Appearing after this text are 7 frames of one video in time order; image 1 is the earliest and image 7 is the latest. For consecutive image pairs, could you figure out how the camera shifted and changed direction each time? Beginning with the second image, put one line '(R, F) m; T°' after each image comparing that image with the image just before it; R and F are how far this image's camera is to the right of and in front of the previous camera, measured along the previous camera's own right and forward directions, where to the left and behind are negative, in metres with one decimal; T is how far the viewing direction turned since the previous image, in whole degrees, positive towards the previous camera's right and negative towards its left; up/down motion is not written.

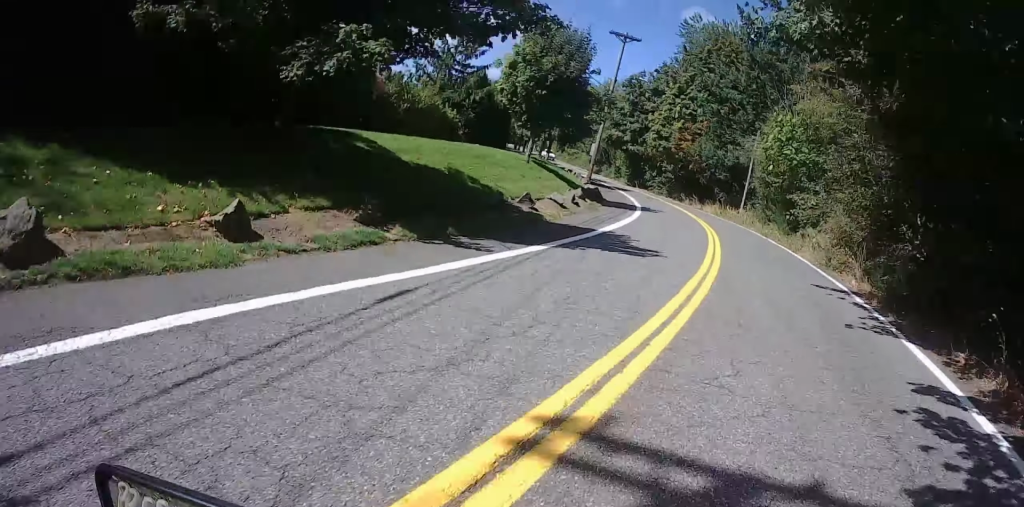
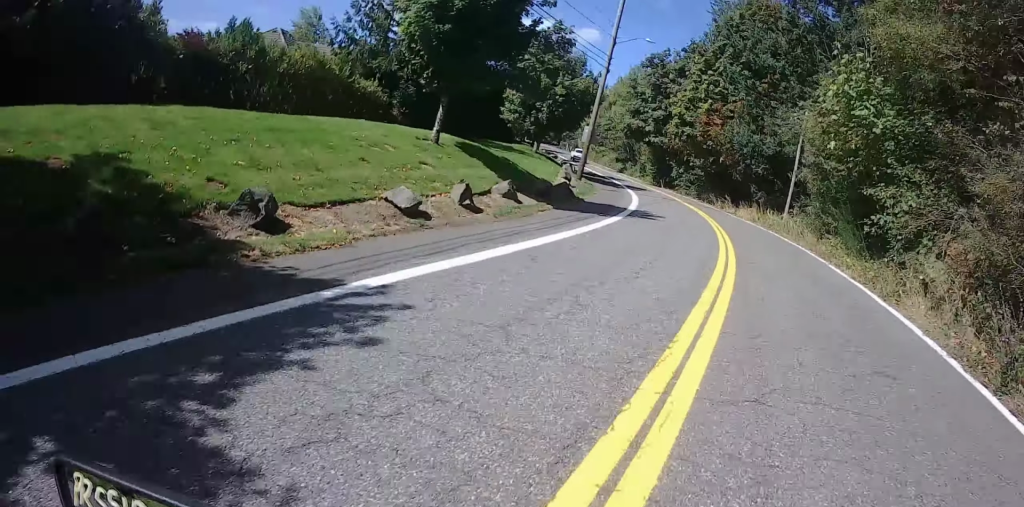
(-0.1, +12.3) m; 0°
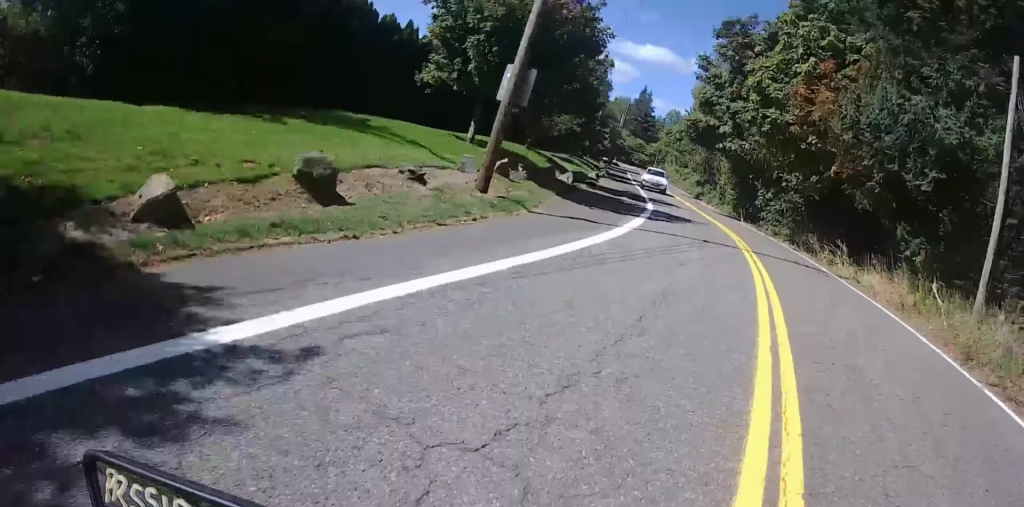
(0.0, +21.3) m; -1°
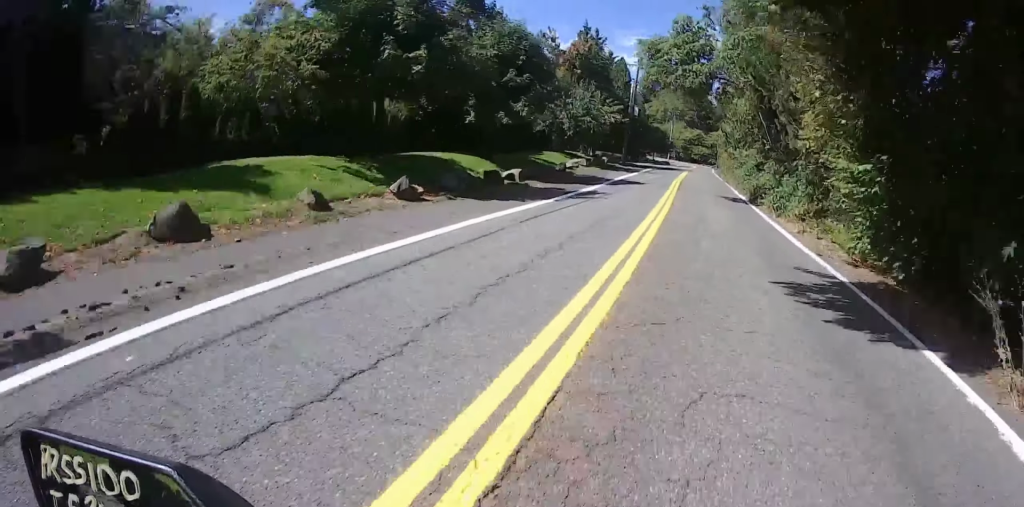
(-2.6, +34.2) m; -15°
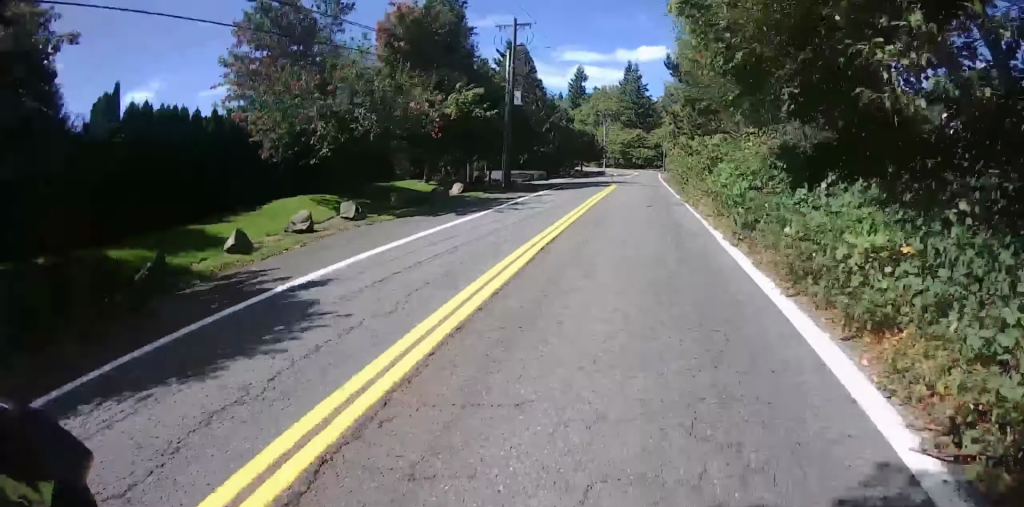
(-3.1, +23.0) m; -11°
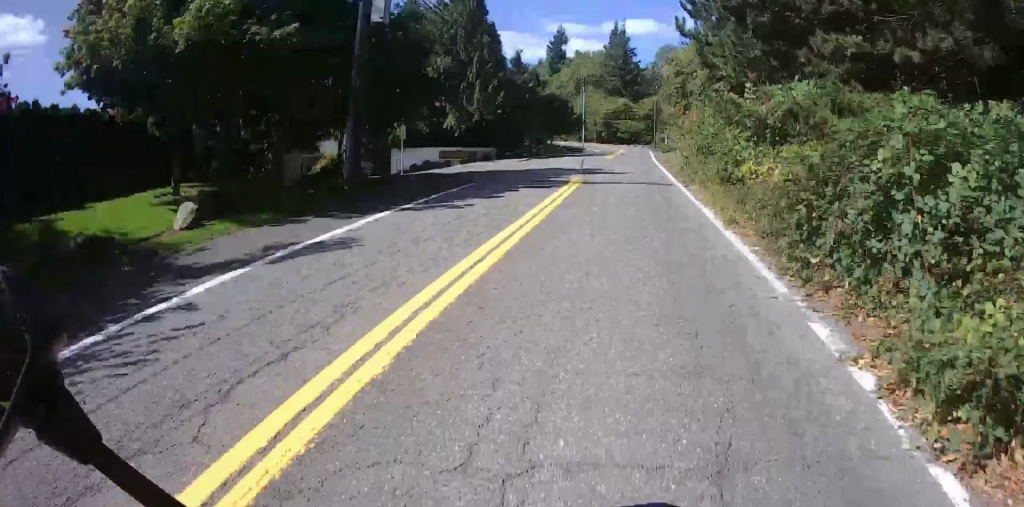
(-1.3, +17.8) m; -4°
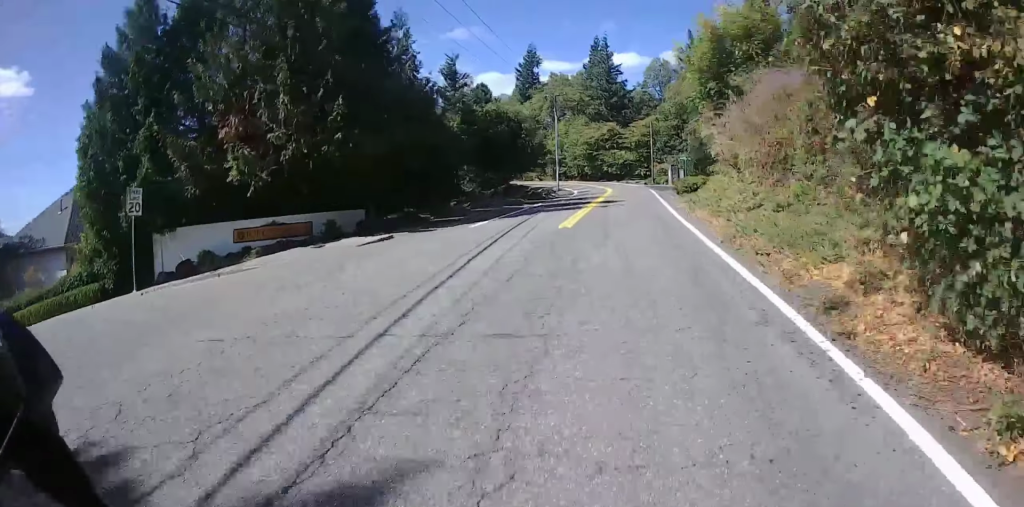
(0.0, +23.2) m; -1°
